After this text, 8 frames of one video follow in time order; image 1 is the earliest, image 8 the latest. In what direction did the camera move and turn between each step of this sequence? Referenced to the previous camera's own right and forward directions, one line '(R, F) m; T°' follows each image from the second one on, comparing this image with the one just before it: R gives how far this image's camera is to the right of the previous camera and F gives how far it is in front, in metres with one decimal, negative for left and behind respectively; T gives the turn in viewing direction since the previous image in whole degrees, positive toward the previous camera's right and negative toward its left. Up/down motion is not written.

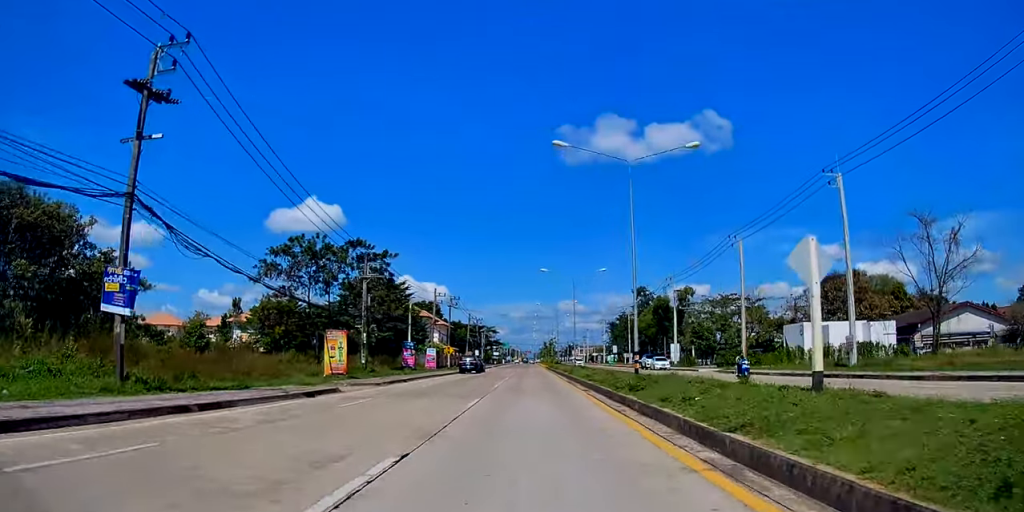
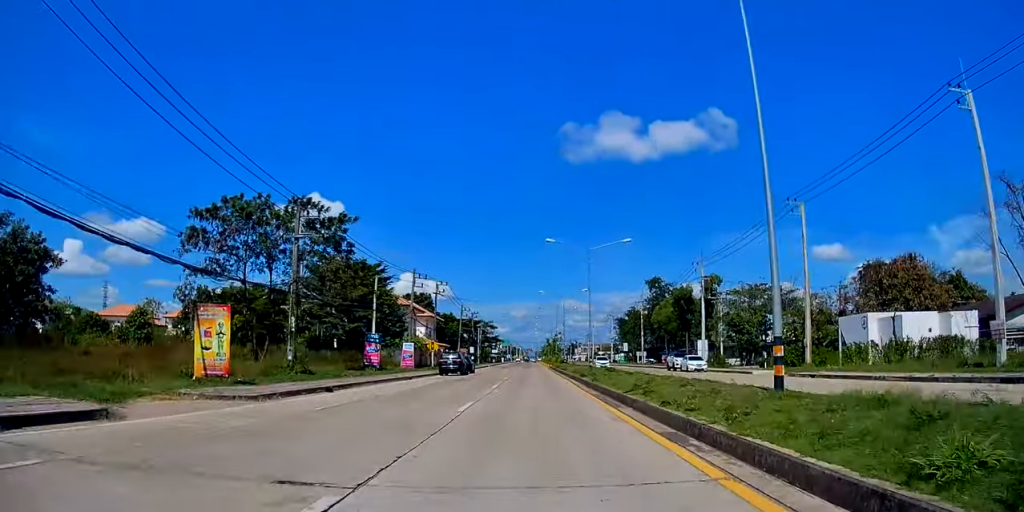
(0.0, +14.2) m; 0°
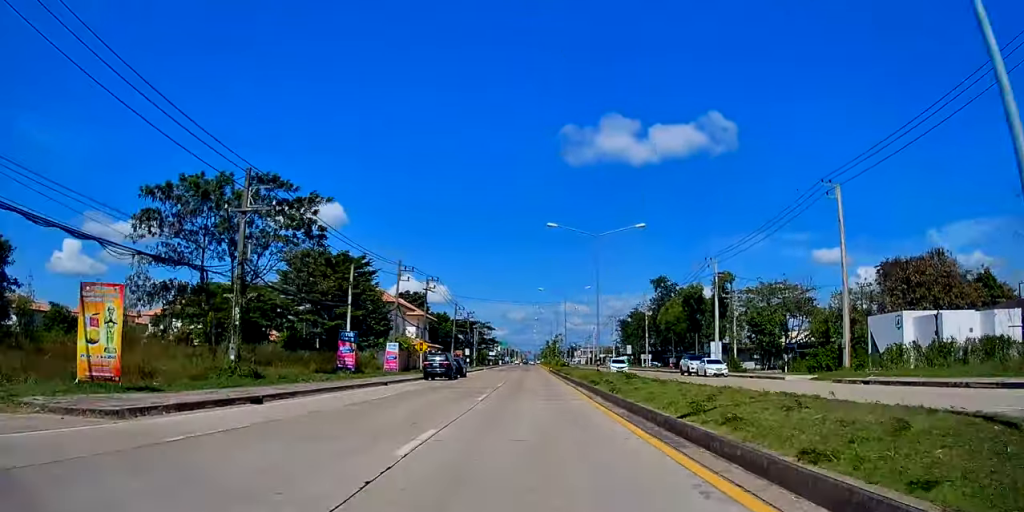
(0.0, +6.5) m; -1°
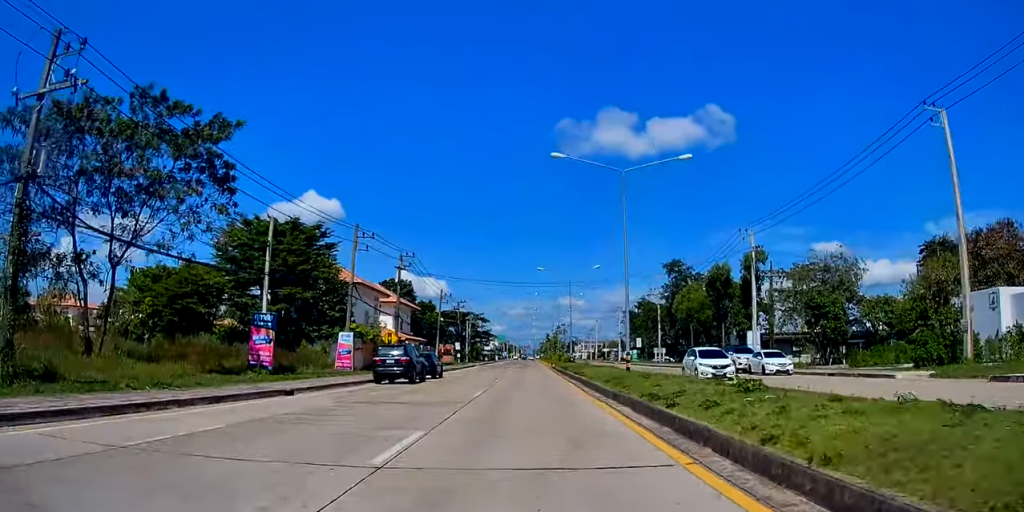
(-0.1, +12.8) m; -2°
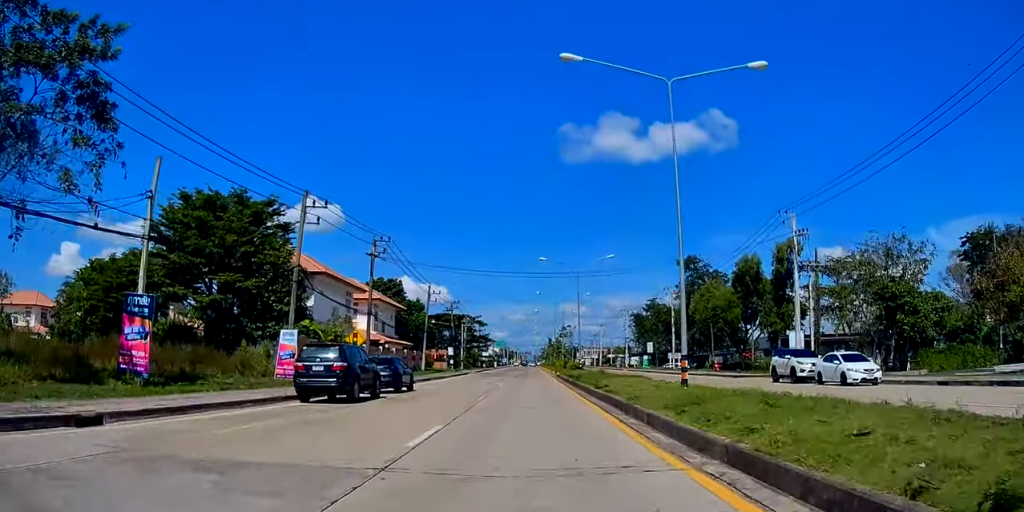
(-0.6, +9.7) m; 0°
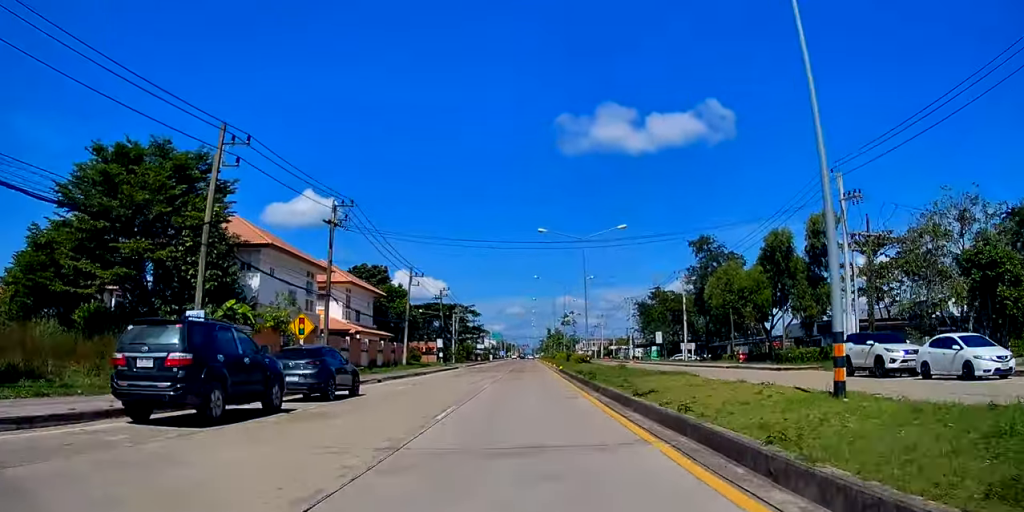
(+0.5, +8.6) m; +2°
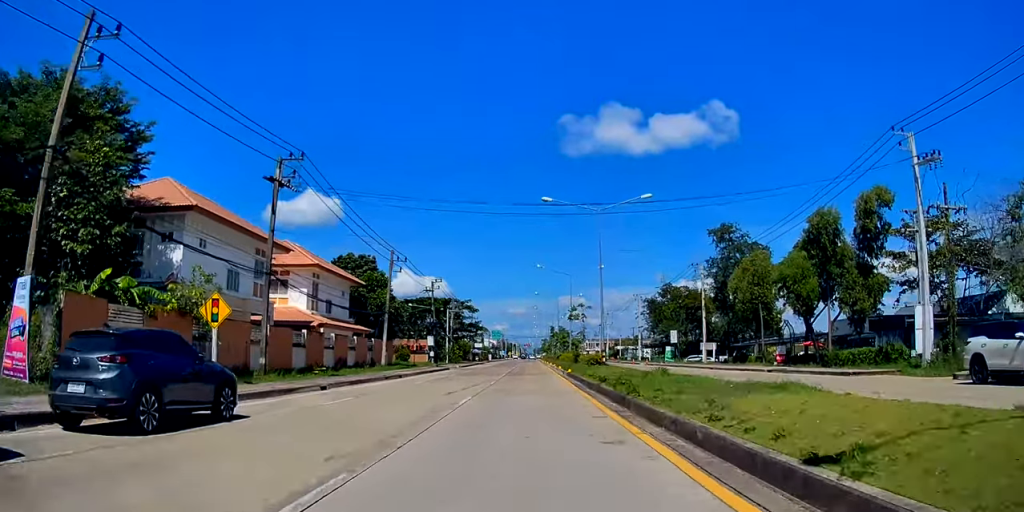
(+0.2, +9.0) m; +1°
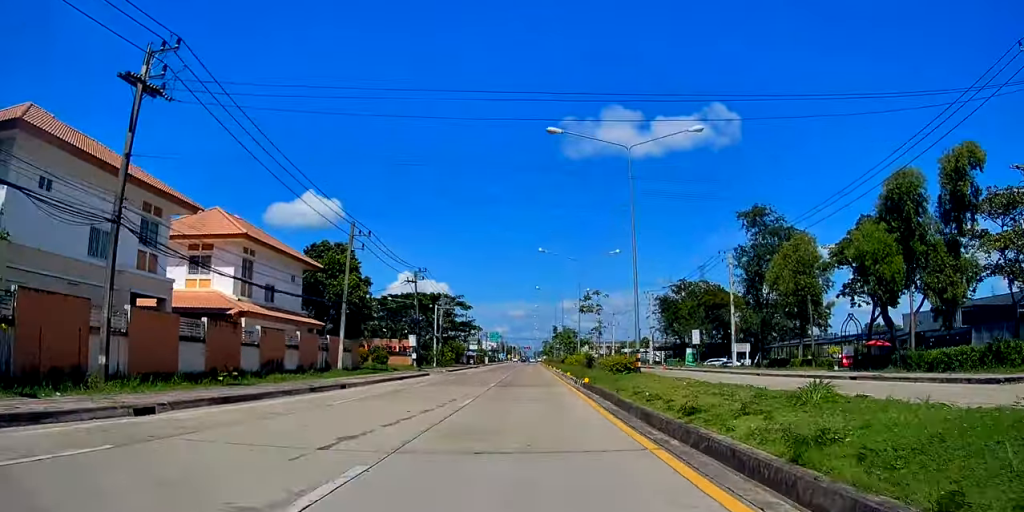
(-0.1, +11.3) m; 0°
